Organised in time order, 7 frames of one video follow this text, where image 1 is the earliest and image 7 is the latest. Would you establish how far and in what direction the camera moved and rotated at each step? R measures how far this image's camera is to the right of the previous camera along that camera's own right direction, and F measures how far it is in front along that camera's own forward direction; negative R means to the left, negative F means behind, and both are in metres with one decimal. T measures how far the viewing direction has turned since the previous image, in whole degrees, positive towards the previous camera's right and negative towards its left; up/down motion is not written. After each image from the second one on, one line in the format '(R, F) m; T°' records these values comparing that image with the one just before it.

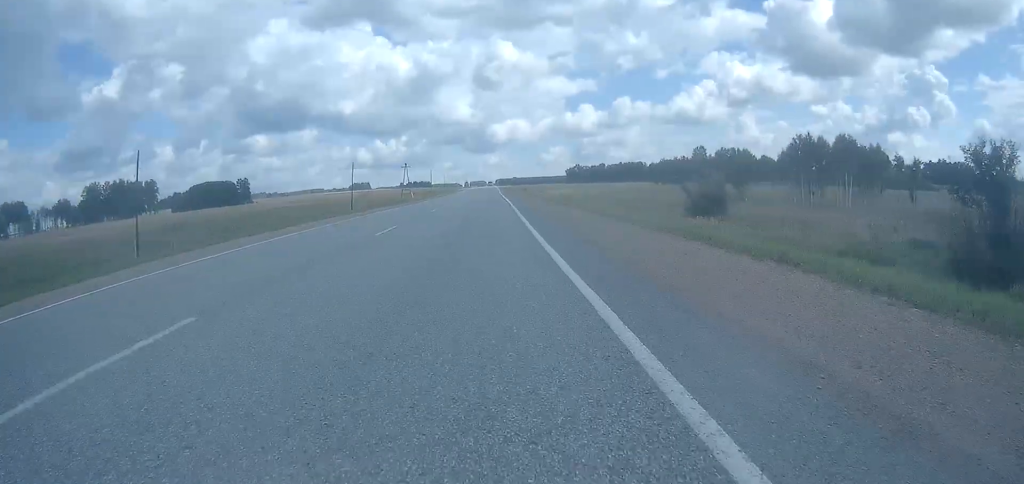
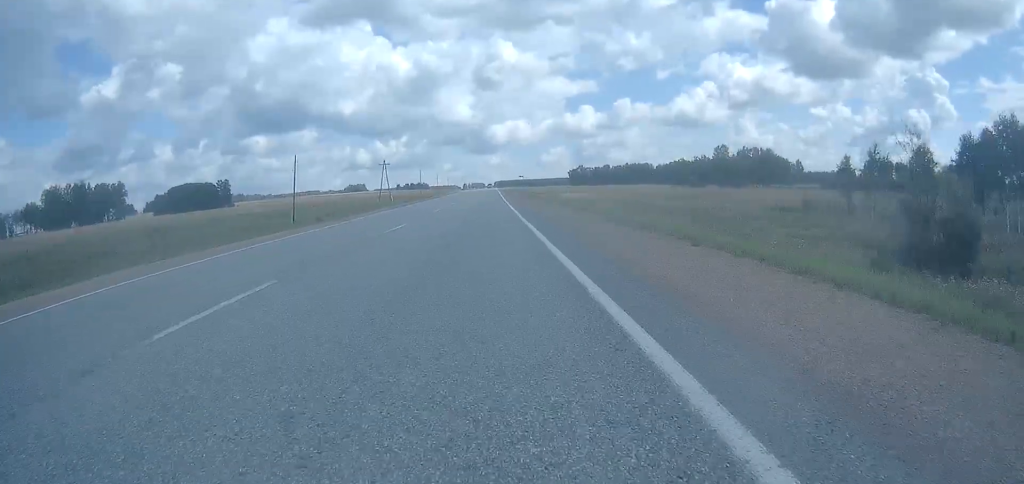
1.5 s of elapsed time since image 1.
(-0.2, +34.4) m; 0°
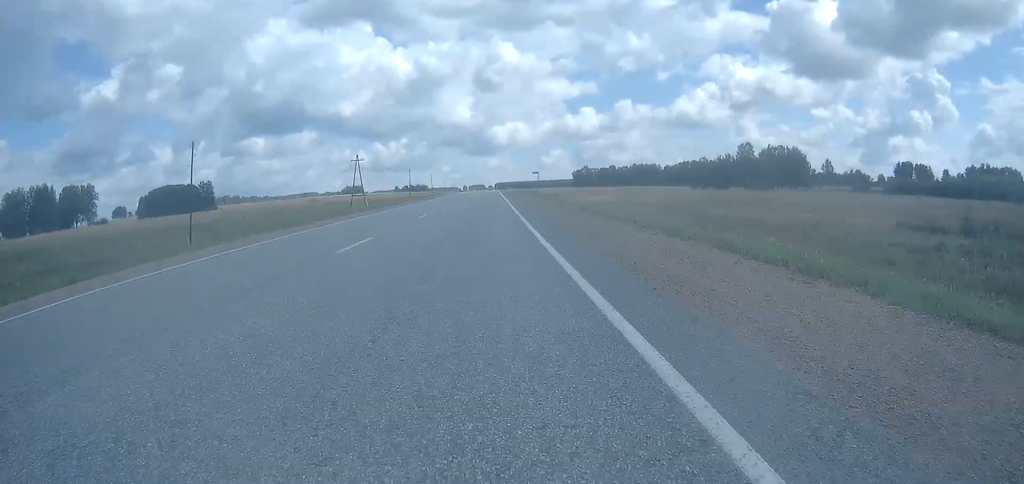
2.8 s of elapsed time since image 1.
(+0.1, +30.2) m; 0°
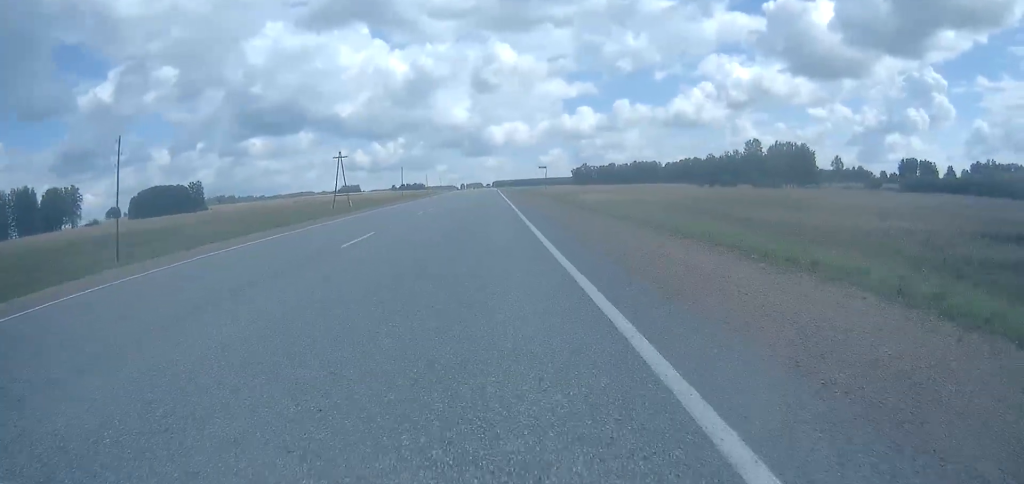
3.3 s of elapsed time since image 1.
(0.0, +11.5) m; 0°
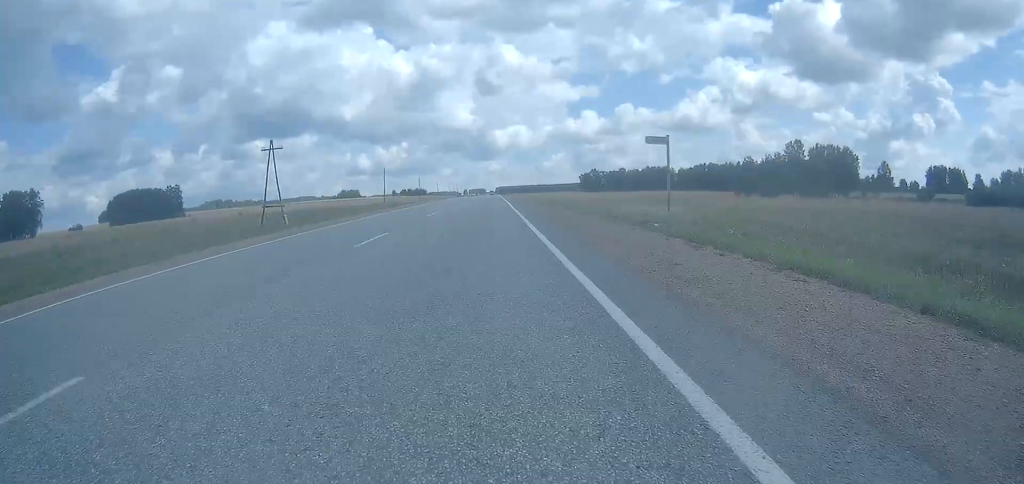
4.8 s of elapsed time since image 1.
(-0.1, +34.4) m; 0°
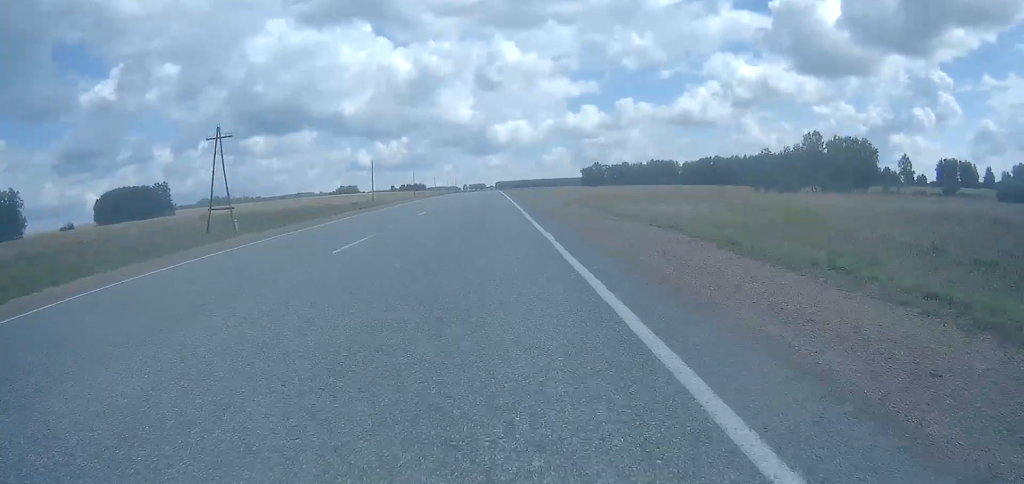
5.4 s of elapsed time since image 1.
(0.0, +14.1) m; 0°
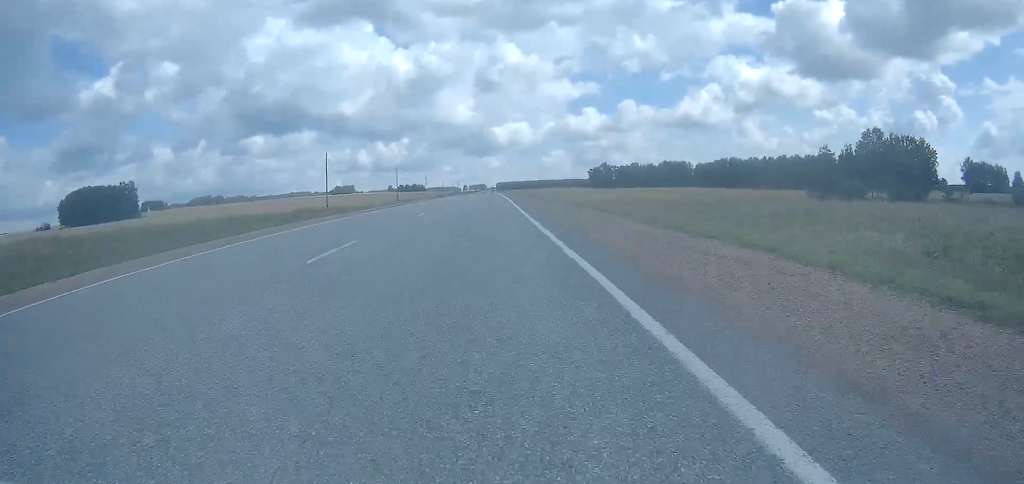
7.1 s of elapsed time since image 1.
(+0.2, +37.6) m; 0°
